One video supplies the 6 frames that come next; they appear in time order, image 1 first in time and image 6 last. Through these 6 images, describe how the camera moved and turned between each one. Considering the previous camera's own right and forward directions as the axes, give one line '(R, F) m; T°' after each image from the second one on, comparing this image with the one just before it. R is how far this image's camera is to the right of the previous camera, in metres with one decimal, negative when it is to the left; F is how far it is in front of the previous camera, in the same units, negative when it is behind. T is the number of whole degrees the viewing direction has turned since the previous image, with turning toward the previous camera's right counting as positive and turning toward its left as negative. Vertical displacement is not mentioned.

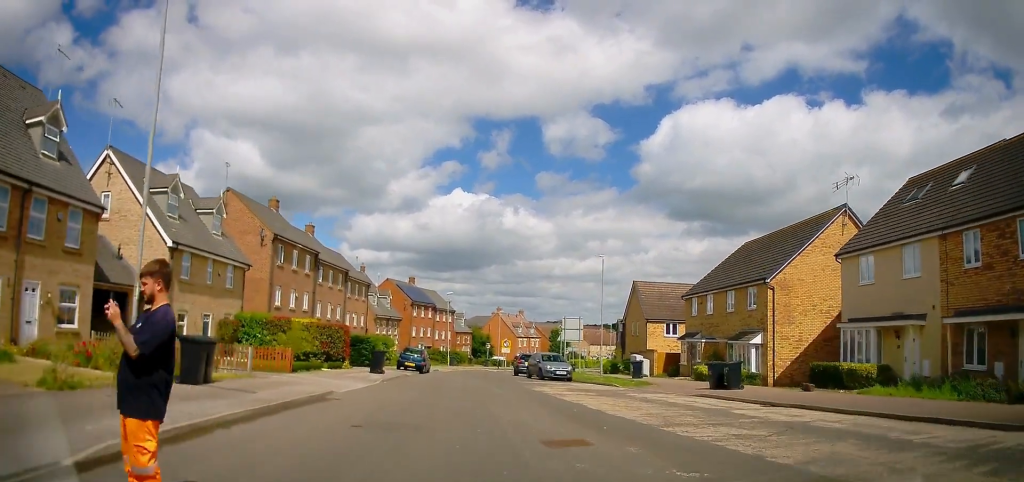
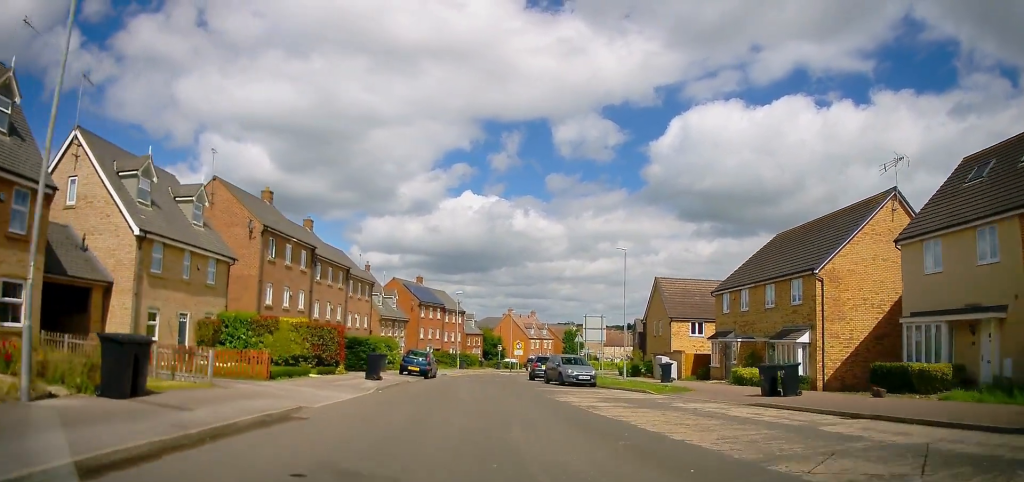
(-0.1, +3.8) m; -1°
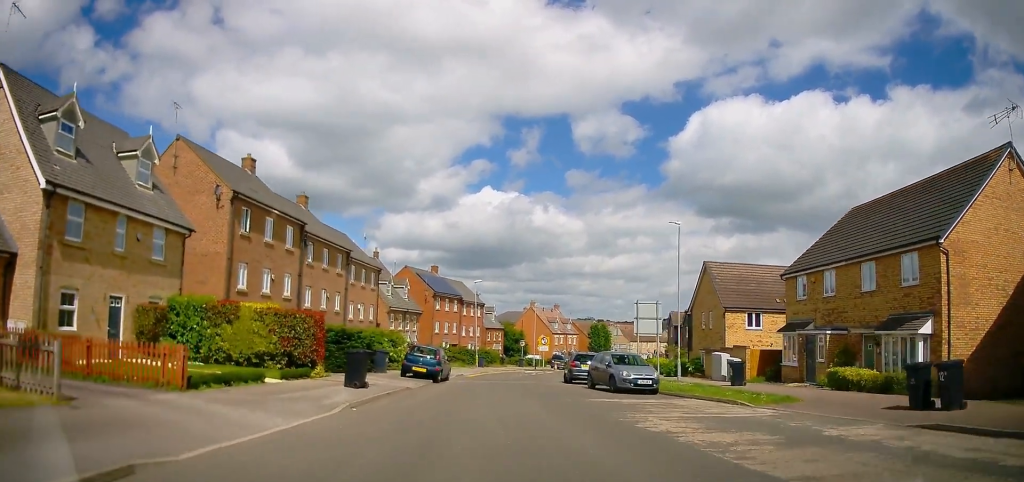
(+0.2, +5.1) m; +2°
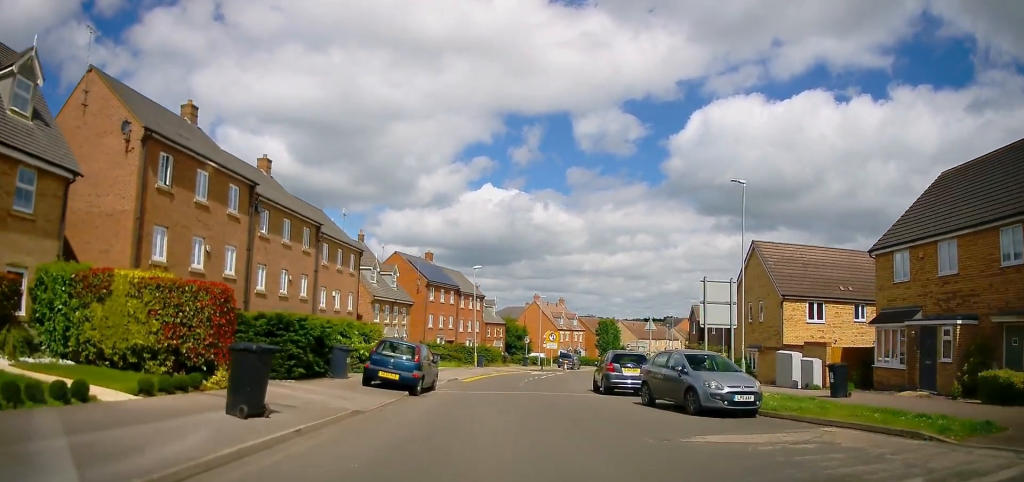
(0.0, +5.9) m; -1°
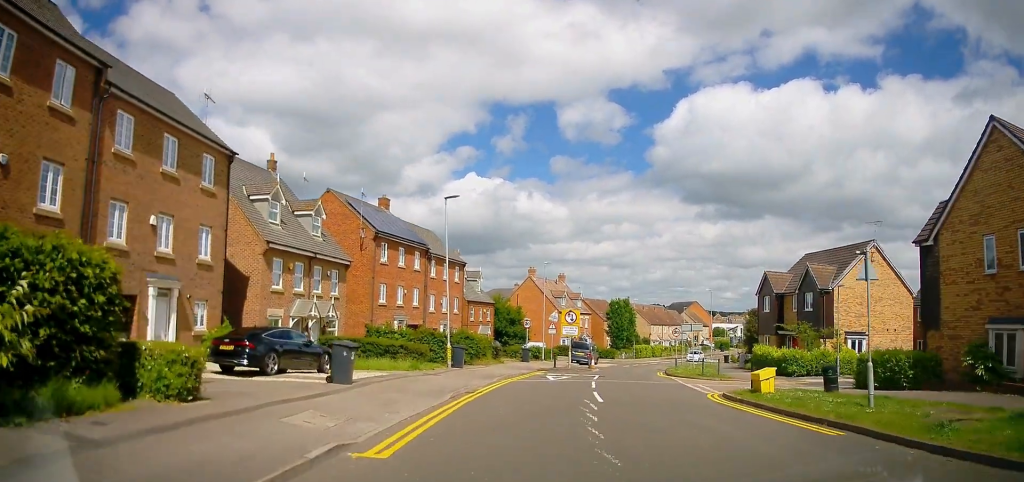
(-0.1, +20.5) m; +3°
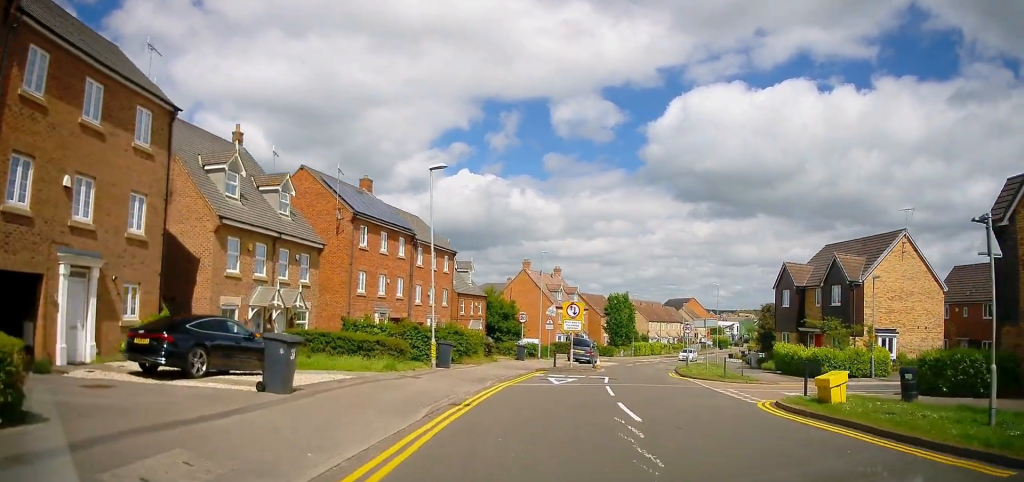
(+0.1, +3.4) m; +2°
